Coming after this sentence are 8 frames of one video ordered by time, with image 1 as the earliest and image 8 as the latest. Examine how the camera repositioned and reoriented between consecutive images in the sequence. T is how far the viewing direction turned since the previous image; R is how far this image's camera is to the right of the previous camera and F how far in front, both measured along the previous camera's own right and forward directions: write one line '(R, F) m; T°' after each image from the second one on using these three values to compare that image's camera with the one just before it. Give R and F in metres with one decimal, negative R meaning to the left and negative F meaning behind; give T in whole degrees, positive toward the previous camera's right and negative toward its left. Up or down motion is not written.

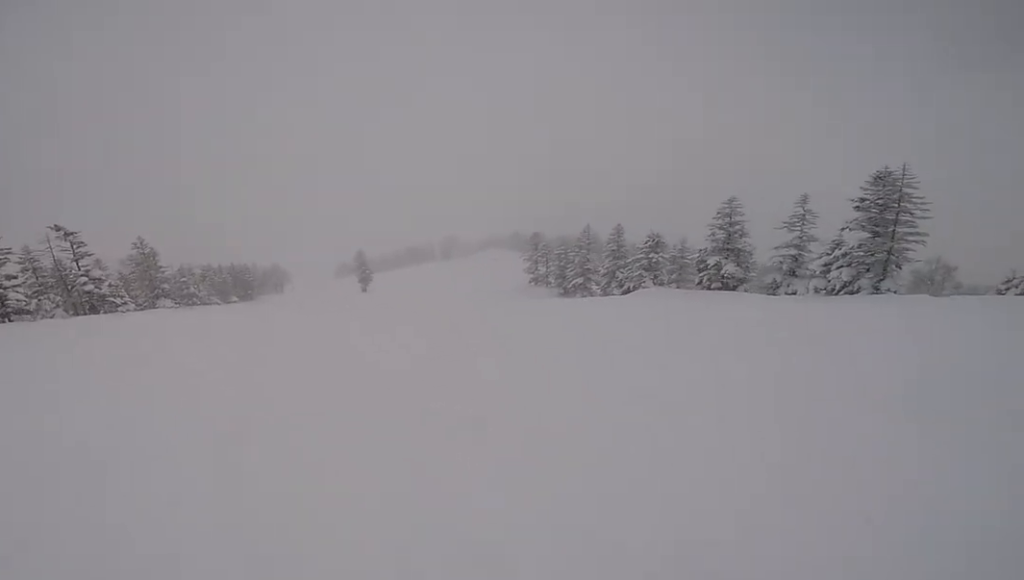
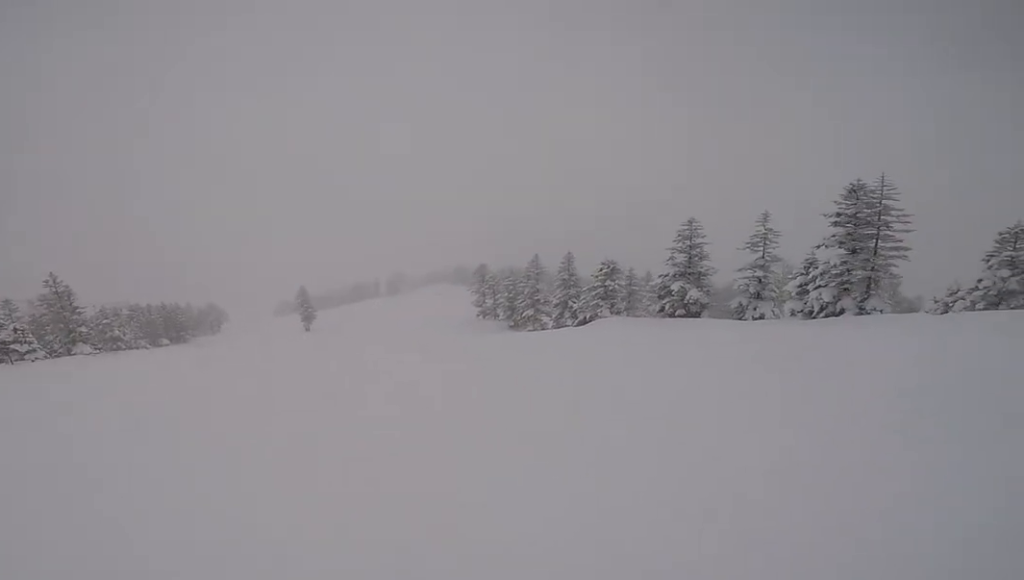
(+0.6, +3.2) m; +3°
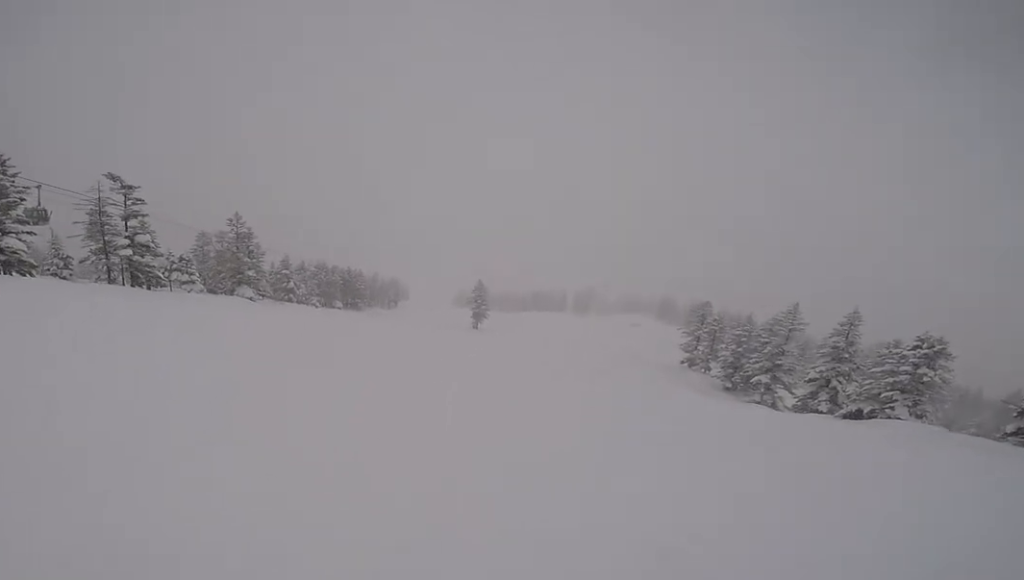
(-0.5, +7.8) m; -10°
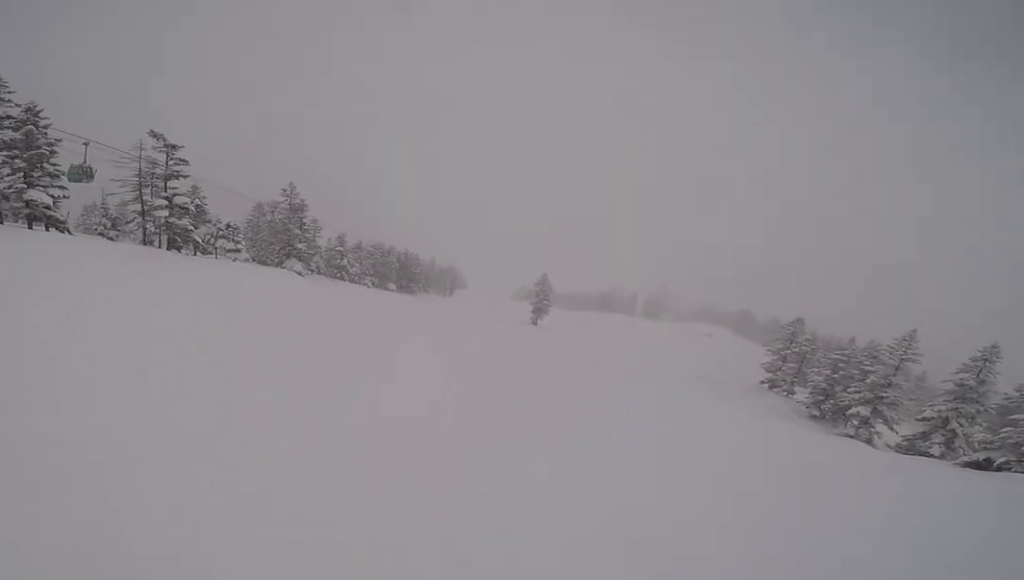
(-0.2, +3.0) m; -6°
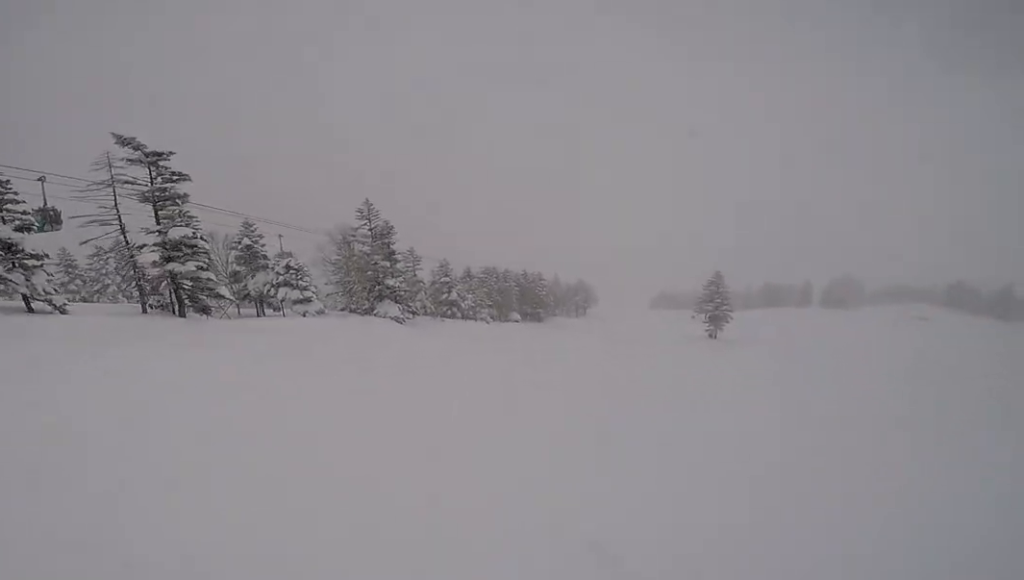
(-2.5, +11.9) m; -8°
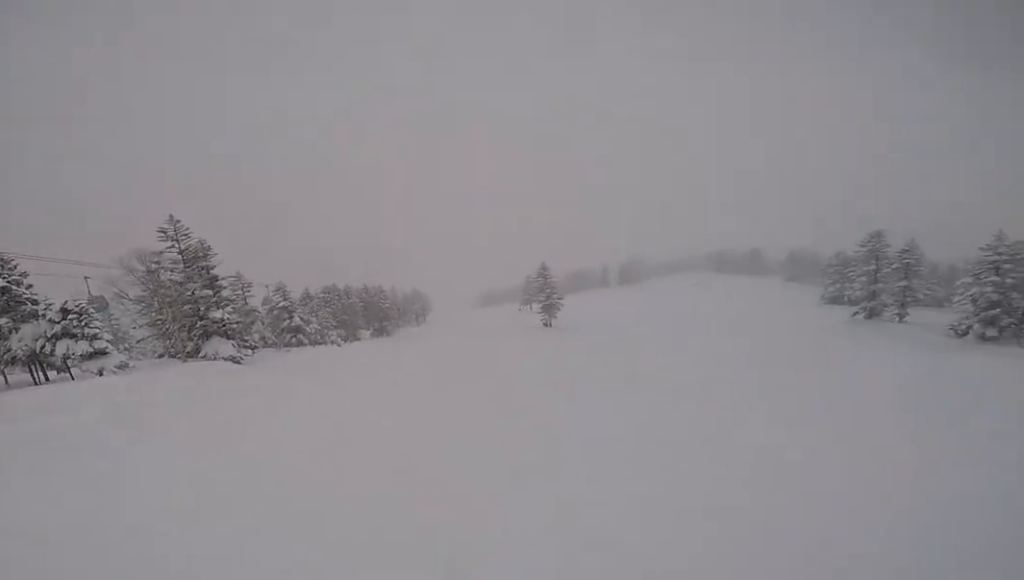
(+0.7, +4.6) m; +15°
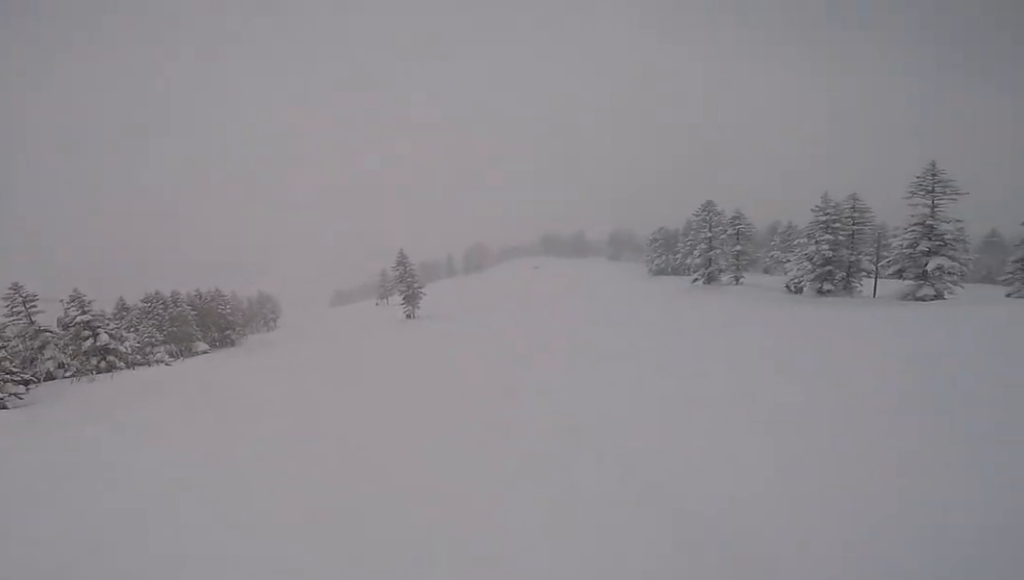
(+1.1, +5.5) m; +10°
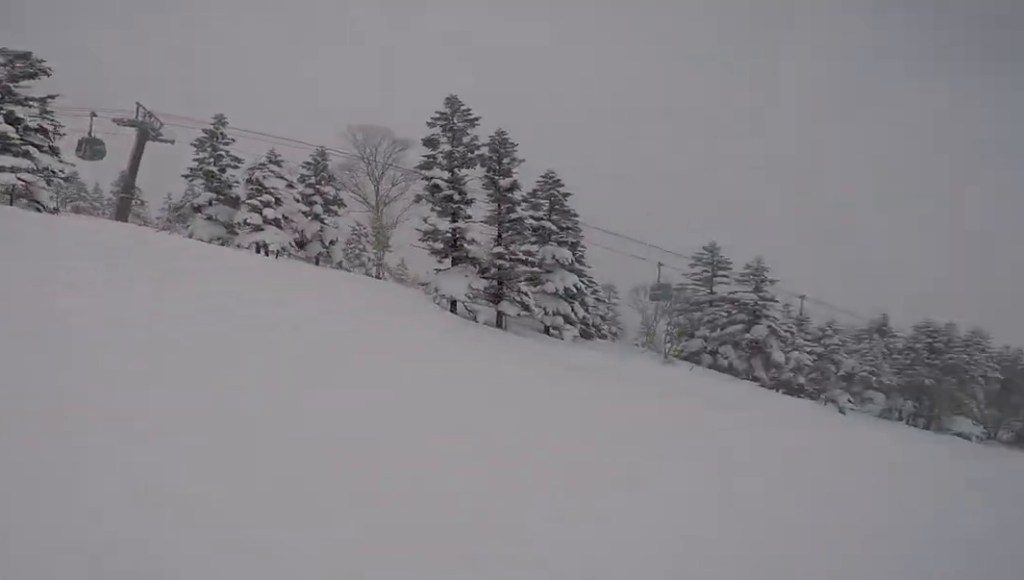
(-0.5, +10.2) m; -14°
